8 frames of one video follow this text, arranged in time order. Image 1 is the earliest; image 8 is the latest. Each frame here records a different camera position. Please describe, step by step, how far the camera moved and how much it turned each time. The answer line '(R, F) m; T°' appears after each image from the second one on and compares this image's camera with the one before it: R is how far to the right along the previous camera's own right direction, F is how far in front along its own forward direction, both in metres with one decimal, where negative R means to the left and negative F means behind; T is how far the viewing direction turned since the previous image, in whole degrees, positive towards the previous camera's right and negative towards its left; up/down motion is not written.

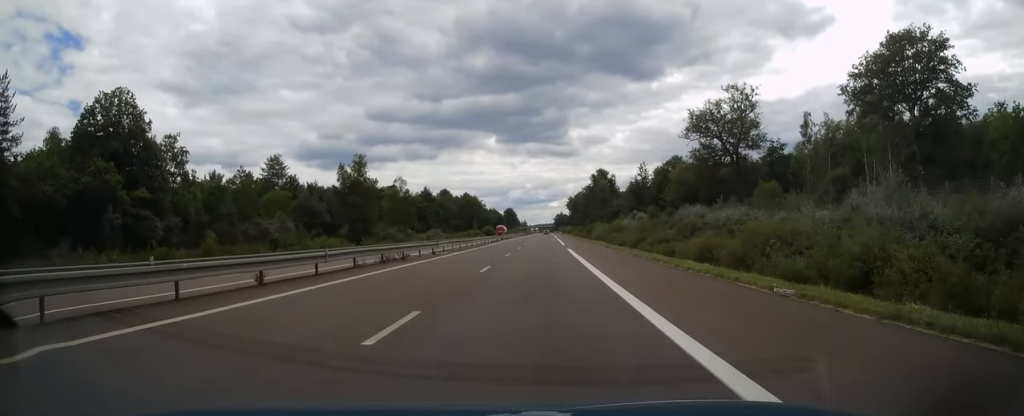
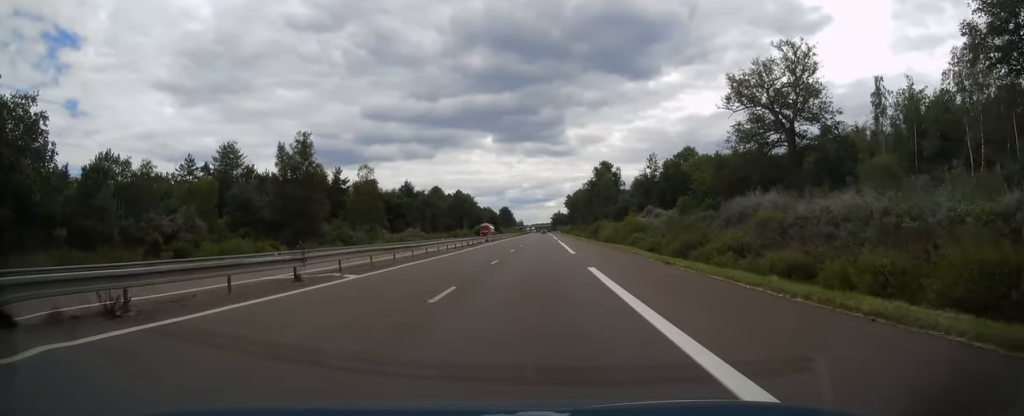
(0.0, +21.7) m; 0°
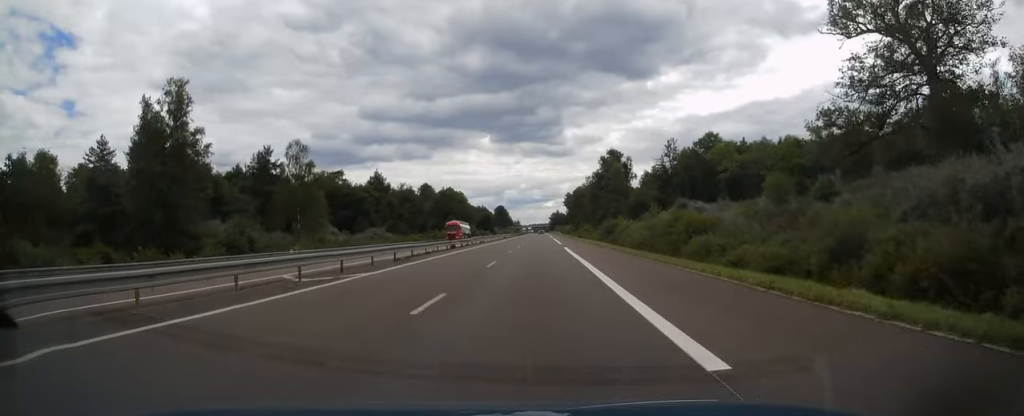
(+0.1, +27.7) m; 0°
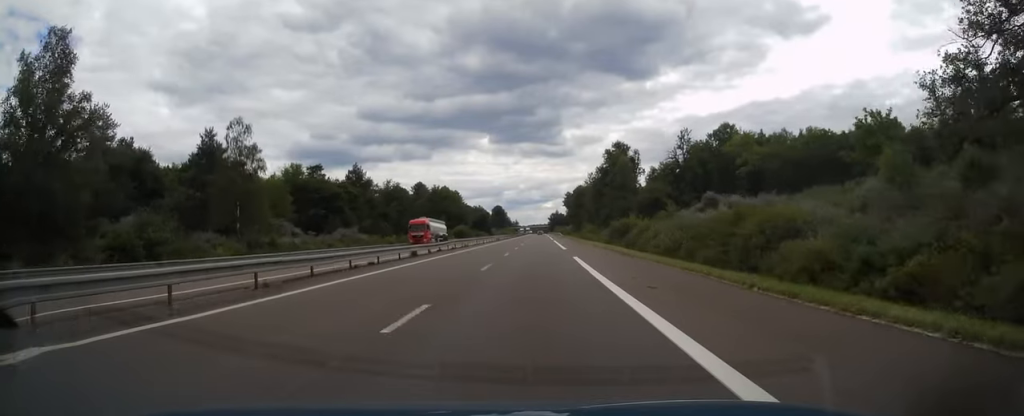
(0.0, +14.8) m; 0°
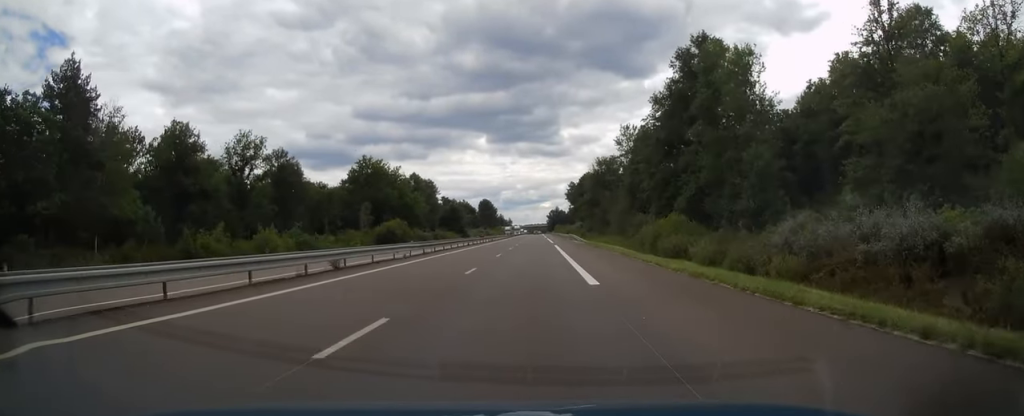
(+0.5, +79.8) m; +1°
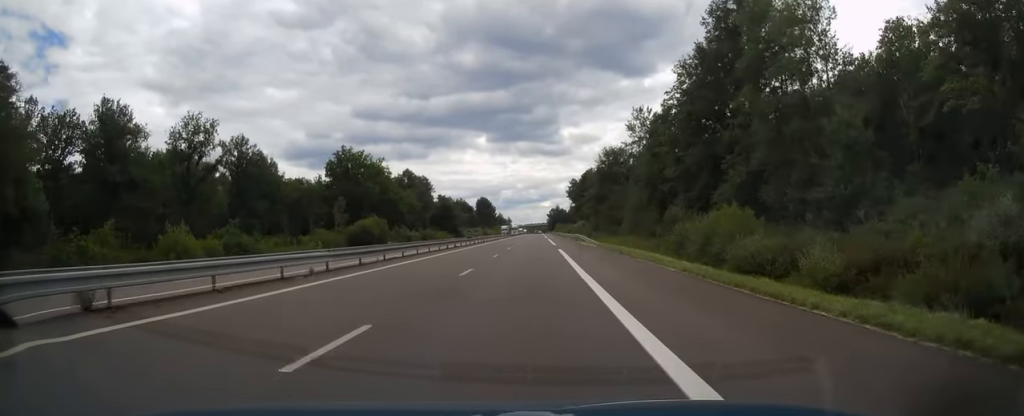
(0.0, +13.8) m; 0°
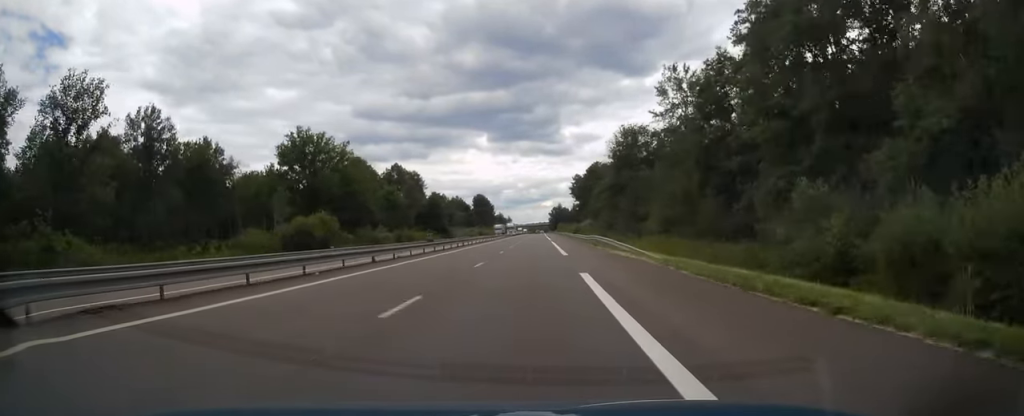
(0.0, +22.1) m; 0°
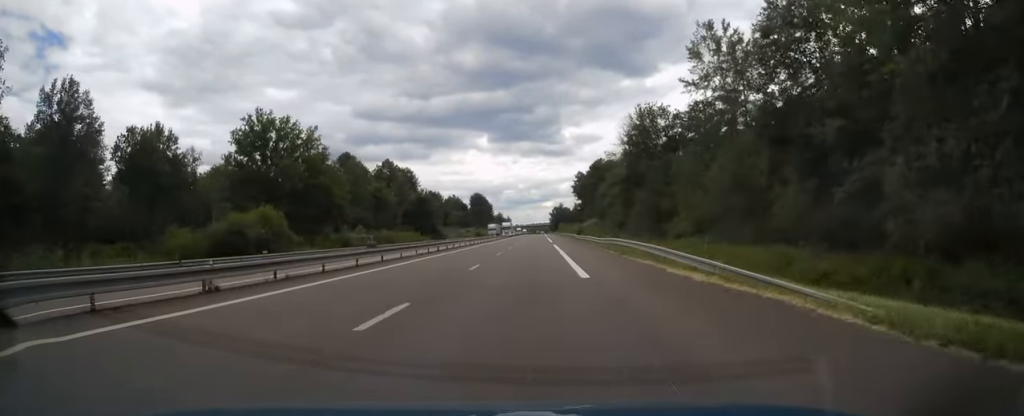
(-0.1, +14.3) m; 0°
